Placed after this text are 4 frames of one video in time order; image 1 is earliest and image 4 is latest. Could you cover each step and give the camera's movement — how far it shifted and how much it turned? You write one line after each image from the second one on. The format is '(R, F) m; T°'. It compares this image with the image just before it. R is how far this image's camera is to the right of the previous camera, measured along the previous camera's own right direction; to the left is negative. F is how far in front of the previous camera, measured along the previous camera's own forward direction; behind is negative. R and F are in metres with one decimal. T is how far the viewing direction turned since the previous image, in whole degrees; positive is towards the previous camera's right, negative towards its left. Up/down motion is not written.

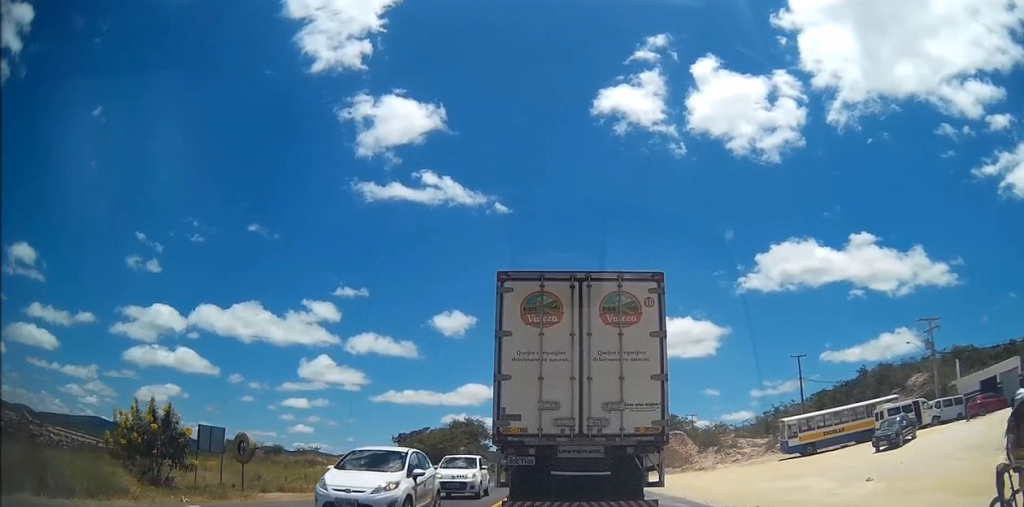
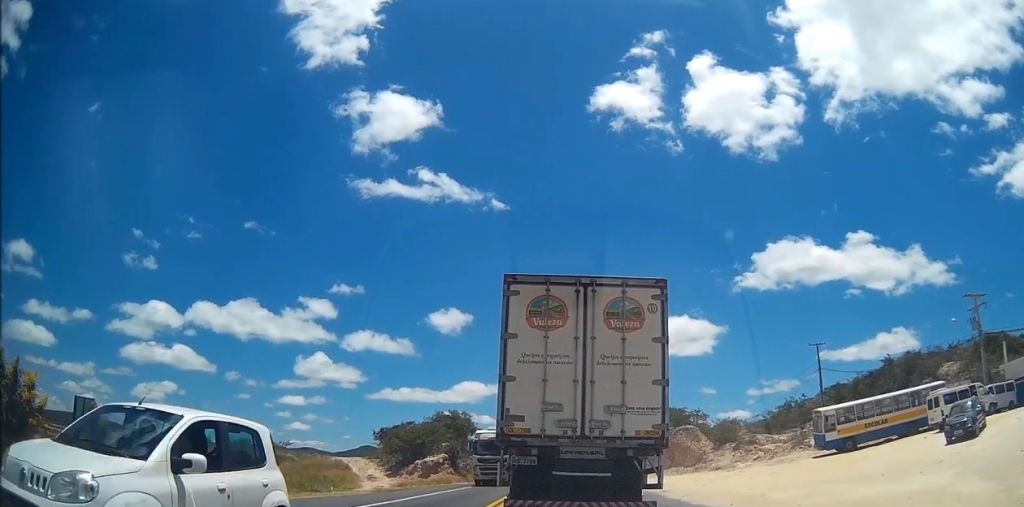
(+0.1, +7.9) m; +2°
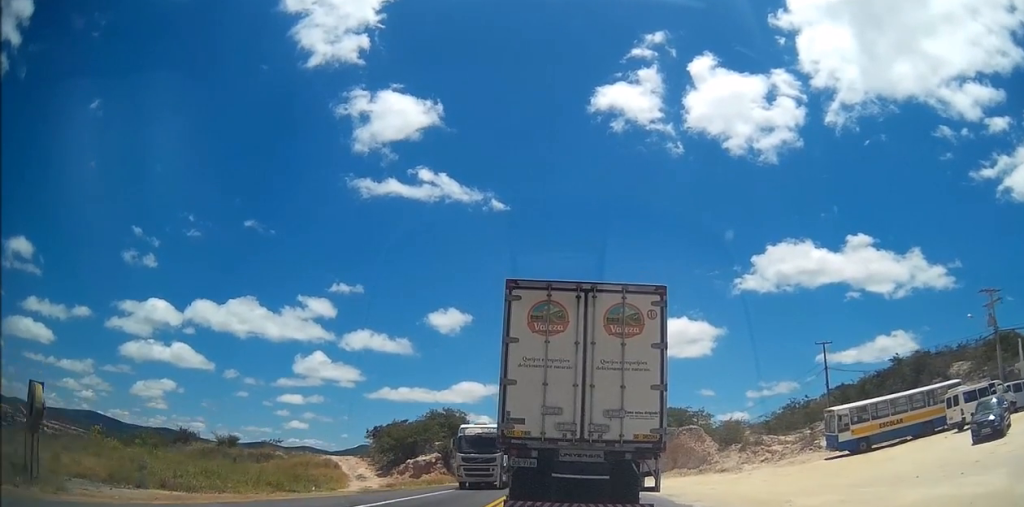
(0.0, +2.4) m; 0°
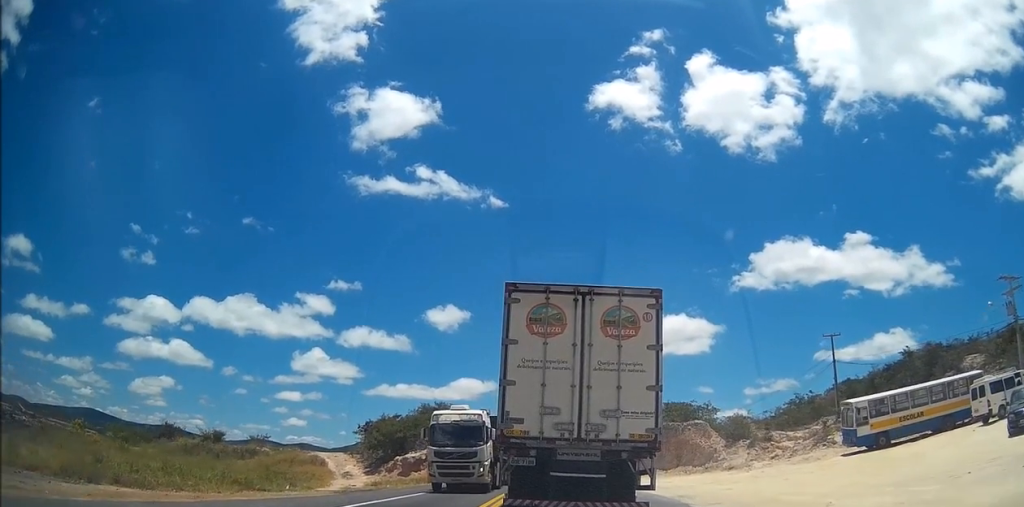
(+0.1, +3.0) m; 0°
